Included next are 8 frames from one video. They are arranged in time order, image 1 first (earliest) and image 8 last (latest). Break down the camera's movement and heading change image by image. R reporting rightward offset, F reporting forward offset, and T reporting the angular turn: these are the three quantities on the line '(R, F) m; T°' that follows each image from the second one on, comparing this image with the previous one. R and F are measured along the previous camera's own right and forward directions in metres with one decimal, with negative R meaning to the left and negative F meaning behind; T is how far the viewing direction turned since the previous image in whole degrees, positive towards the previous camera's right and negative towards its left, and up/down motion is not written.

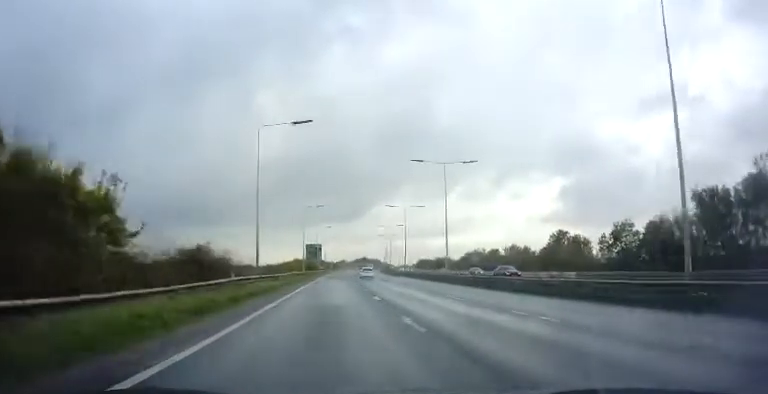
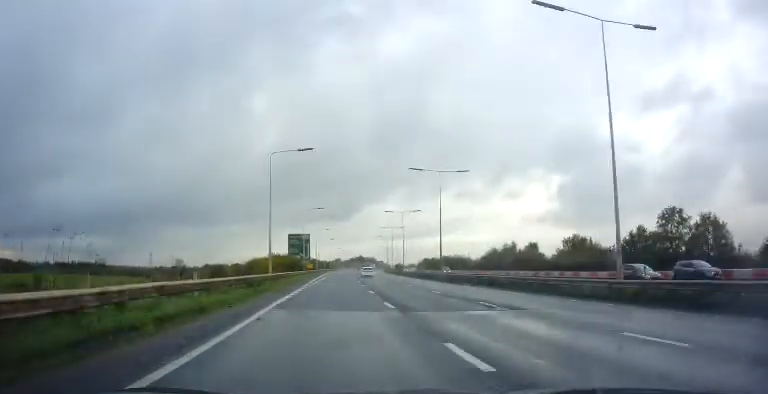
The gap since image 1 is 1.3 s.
(+0.7, +31.2) m; +1°
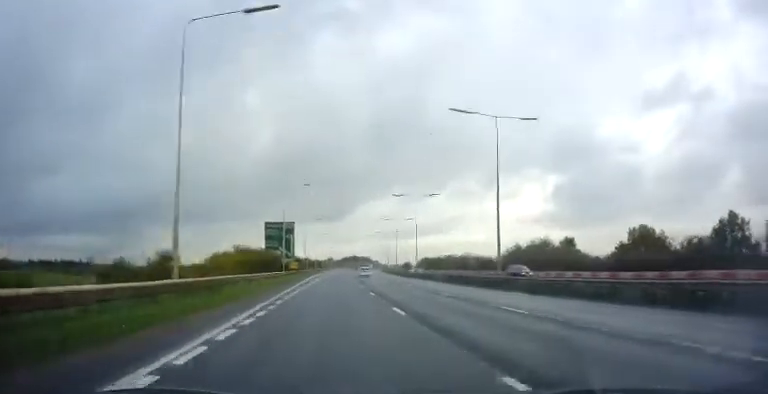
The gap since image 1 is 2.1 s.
(0.0, +20.8) m; 0°
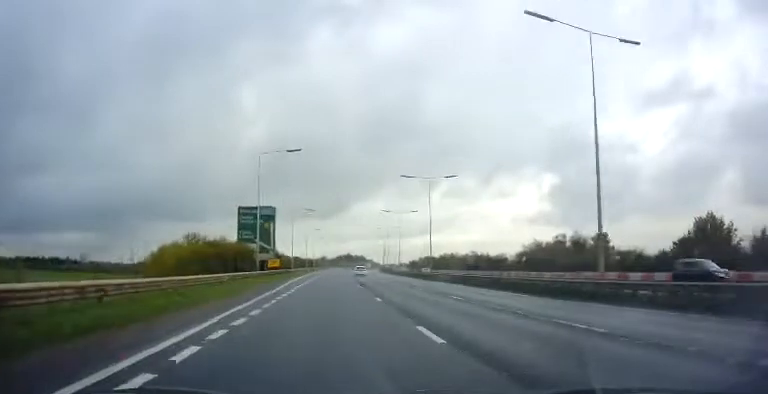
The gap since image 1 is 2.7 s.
(0.0, +14.1) m; 0°
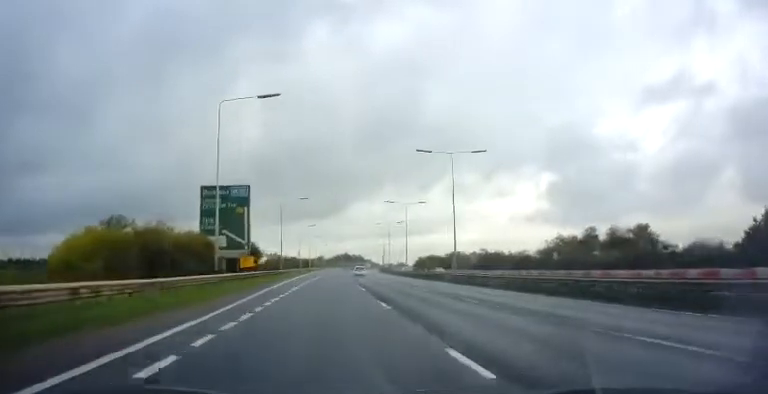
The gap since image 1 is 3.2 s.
(0.0, +12.4) m; 0°
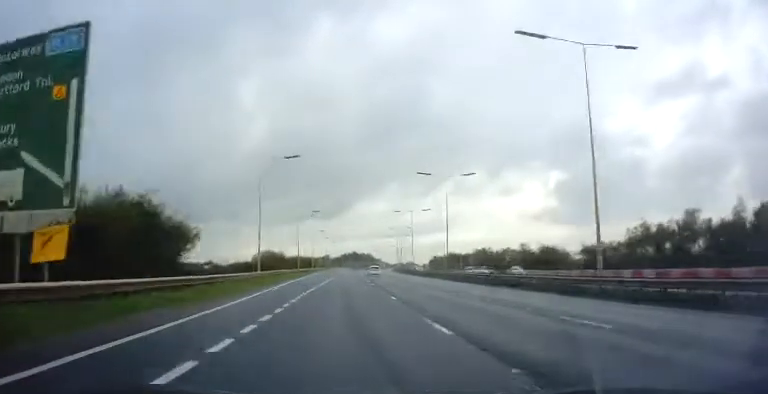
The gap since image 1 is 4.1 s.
(+0.1, +23.8) m; 0°
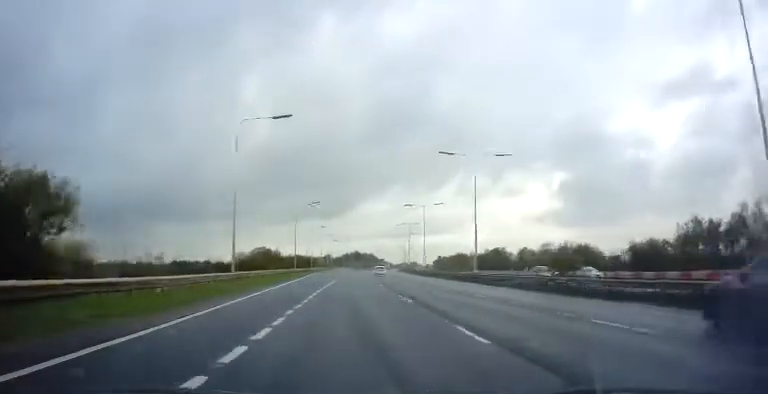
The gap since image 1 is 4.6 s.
(+0.3, +10.6) m; -1°
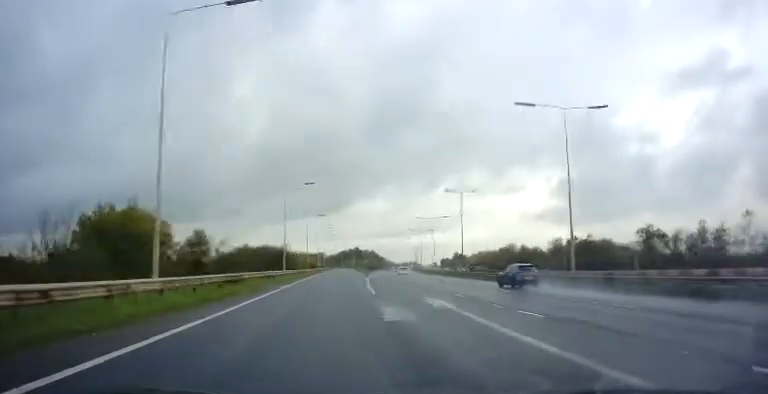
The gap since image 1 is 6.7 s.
(-0.3, +52.4) m; +2°
